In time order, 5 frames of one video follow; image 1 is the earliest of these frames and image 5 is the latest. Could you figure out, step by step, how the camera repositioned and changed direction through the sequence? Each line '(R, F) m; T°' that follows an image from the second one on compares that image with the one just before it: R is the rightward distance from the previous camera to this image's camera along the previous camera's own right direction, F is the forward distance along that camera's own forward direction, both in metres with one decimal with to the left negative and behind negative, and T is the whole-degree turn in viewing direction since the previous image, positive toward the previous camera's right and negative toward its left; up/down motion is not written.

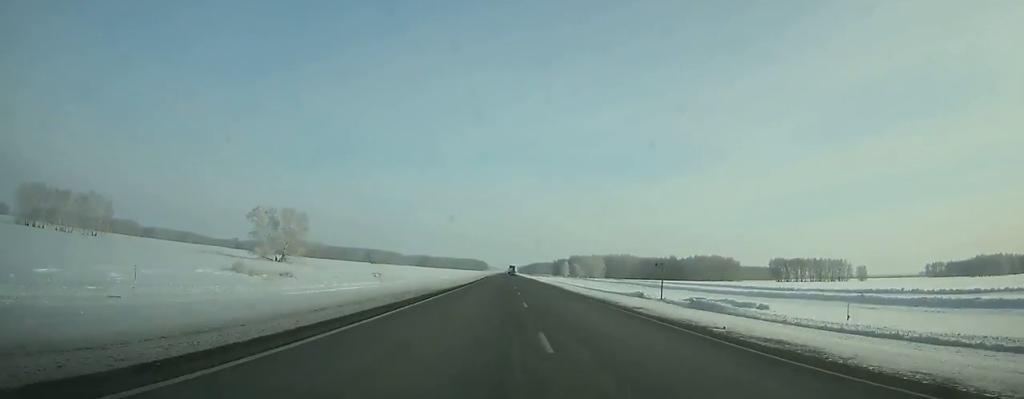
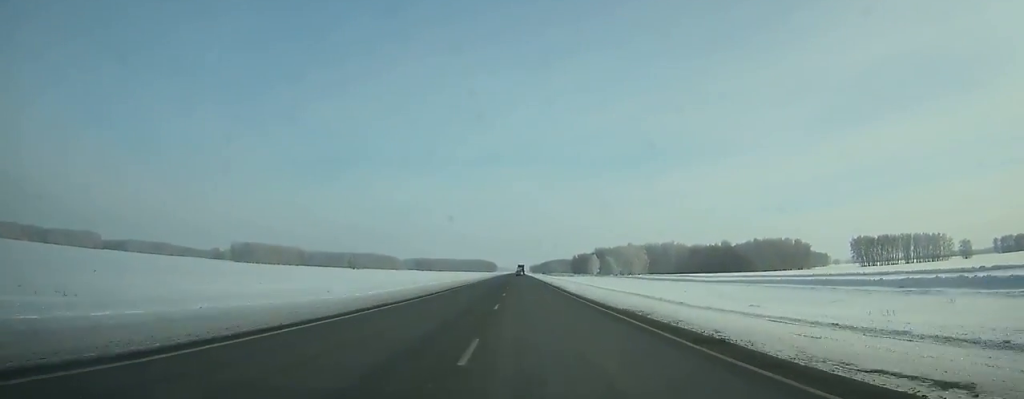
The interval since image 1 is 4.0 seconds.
(-0.3, +119.7) m; 0°
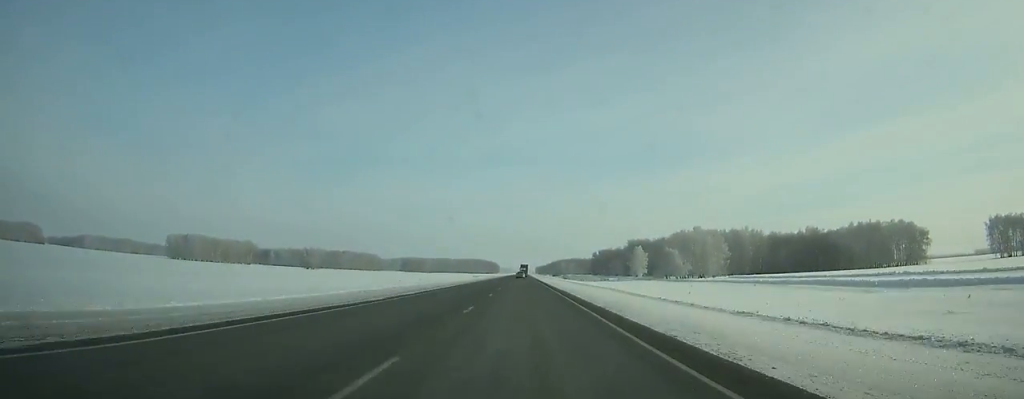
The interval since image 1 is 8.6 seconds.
(-0.2, +132.6) m; 0°
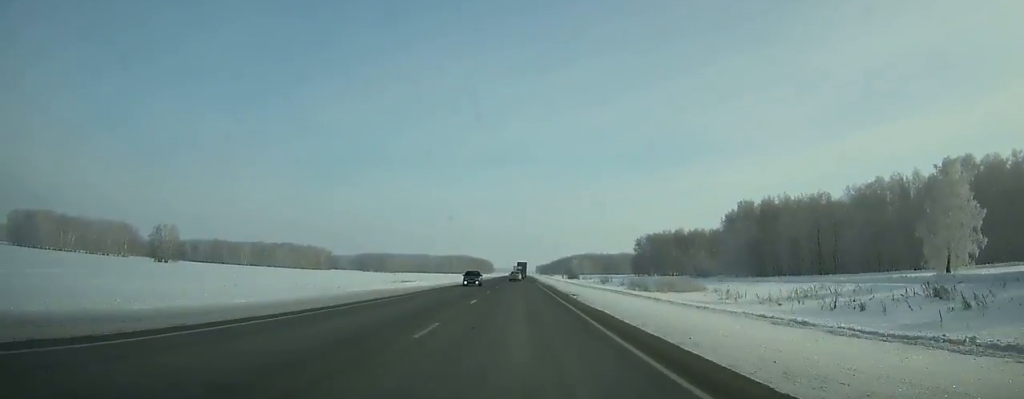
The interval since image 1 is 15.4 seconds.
(-0.9, +181.2) m; -1°
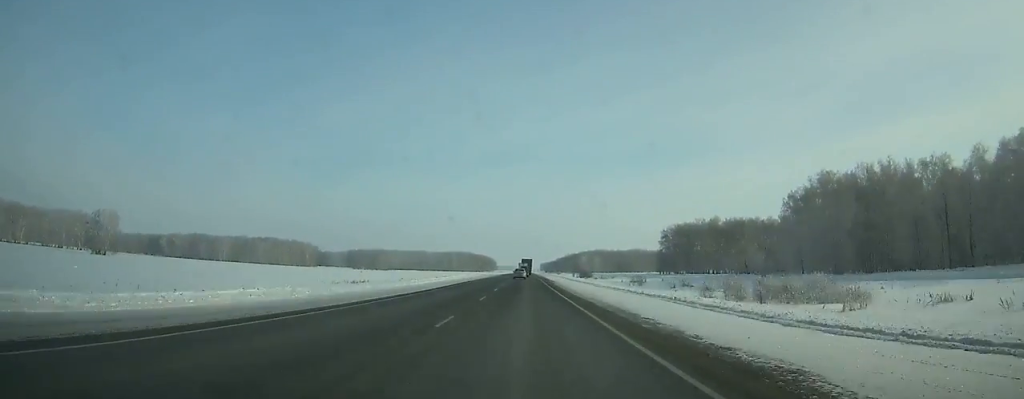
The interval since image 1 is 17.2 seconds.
(-0.1, +45.0) m; 0°
